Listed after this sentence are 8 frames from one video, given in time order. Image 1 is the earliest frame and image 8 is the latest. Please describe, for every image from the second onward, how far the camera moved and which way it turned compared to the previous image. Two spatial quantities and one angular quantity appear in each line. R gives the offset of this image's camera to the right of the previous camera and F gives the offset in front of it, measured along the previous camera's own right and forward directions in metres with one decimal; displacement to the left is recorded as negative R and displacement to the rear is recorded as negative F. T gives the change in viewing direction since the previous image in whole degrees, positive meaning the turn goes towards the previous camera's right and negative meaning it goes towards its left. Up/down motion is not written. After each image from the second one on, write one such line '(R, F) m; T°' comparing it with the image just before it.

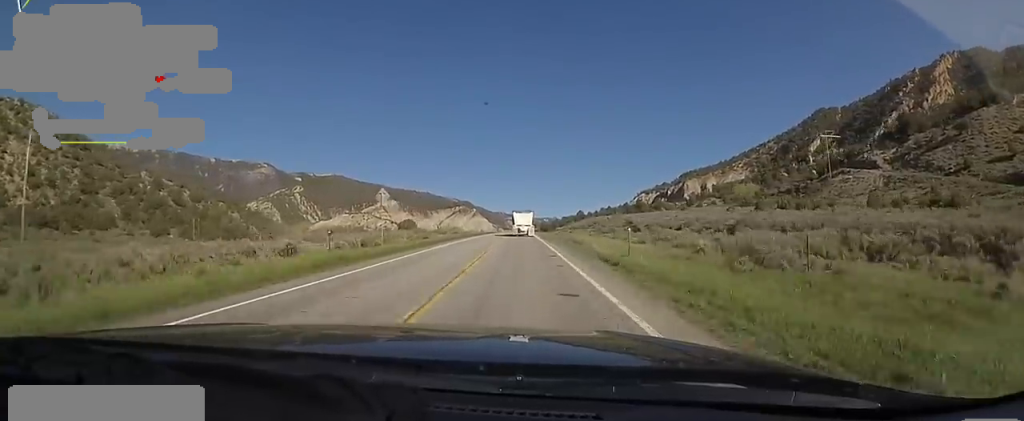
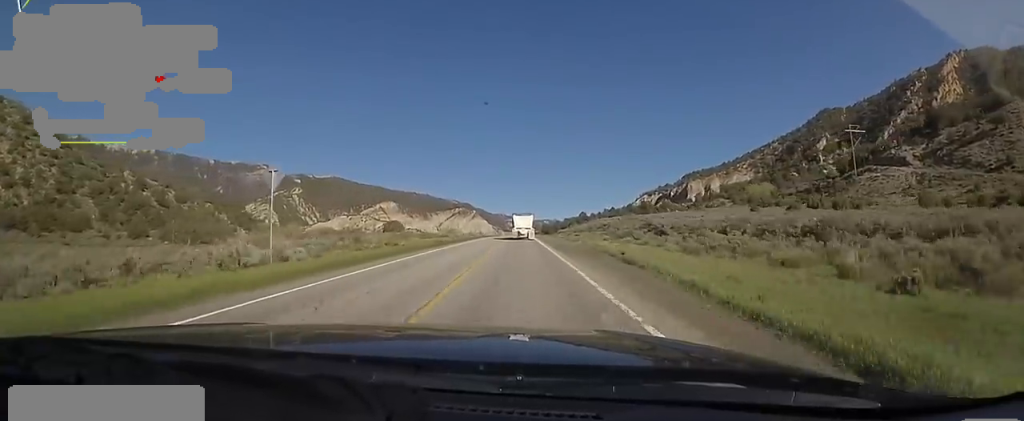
(0.0, +16.0) m; 0°
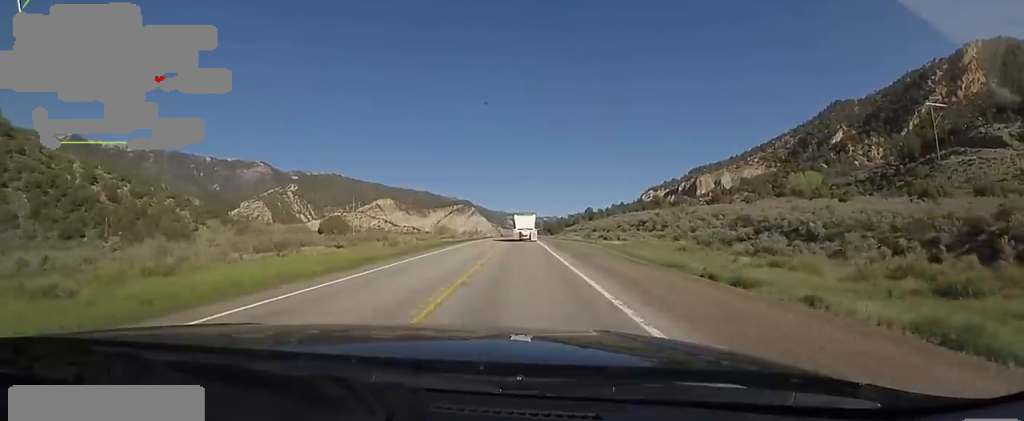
(+0.1, +41.3) m; -1°
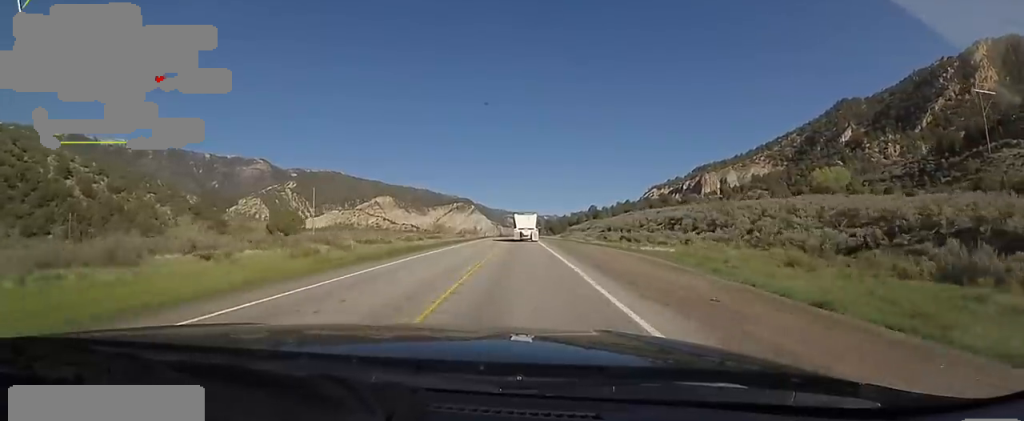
(-0.8, +18.3) m; 0°
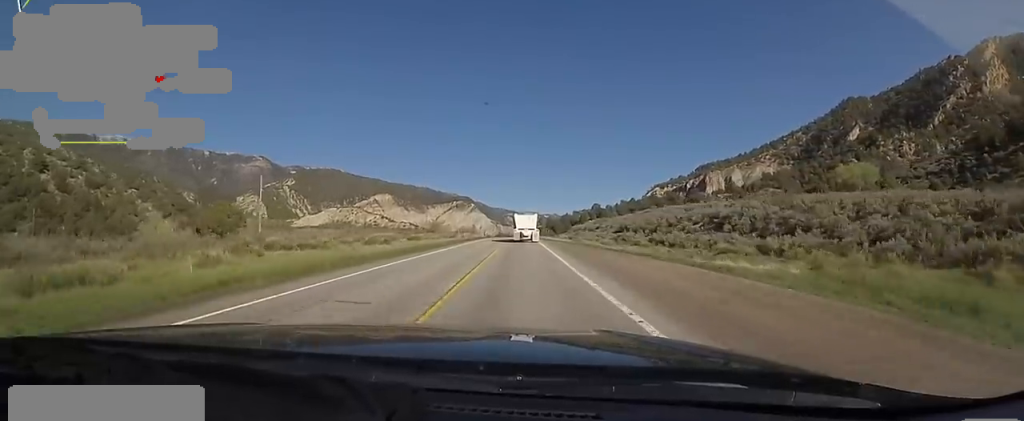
(+0.1, +15.8) m; +2°
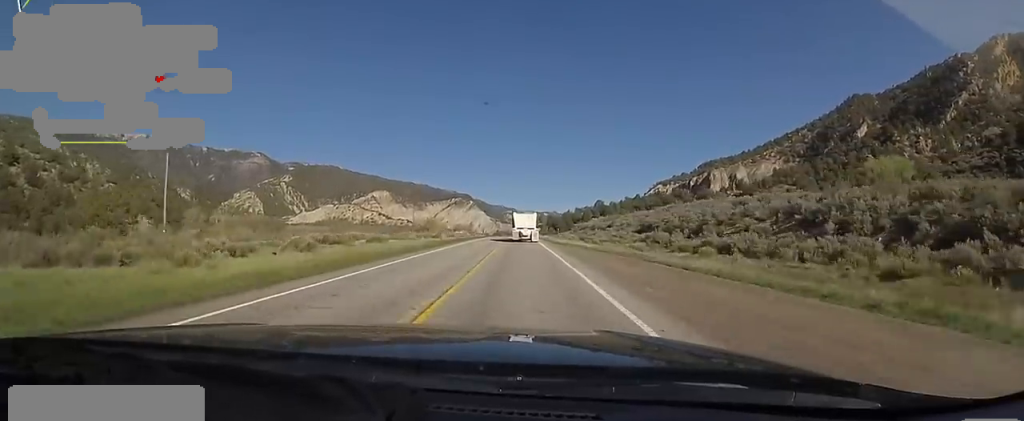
(+0.5, +17.2) m; +3°
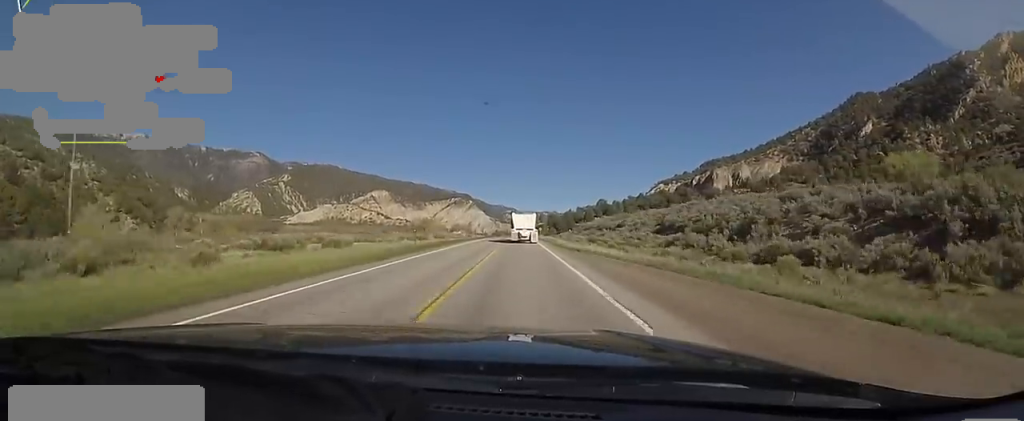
(+0.4, +10.8) m; -1°
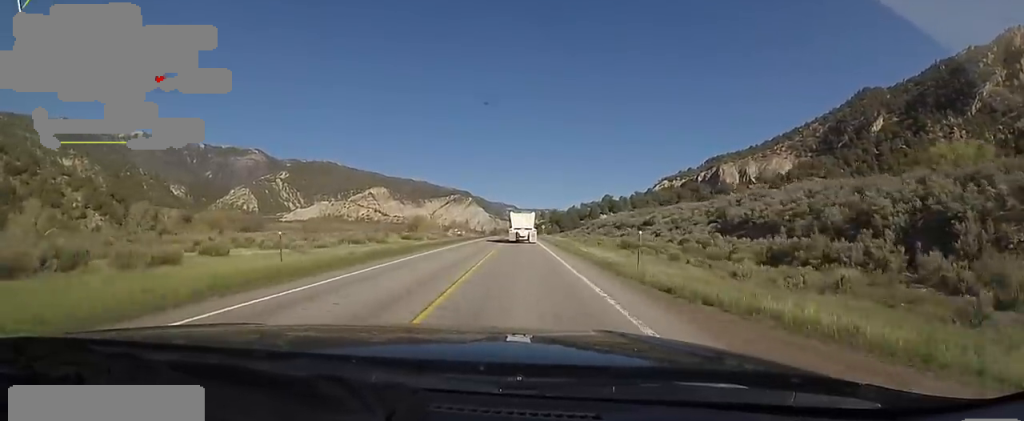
(-0.6, +20.6) m; -1°
